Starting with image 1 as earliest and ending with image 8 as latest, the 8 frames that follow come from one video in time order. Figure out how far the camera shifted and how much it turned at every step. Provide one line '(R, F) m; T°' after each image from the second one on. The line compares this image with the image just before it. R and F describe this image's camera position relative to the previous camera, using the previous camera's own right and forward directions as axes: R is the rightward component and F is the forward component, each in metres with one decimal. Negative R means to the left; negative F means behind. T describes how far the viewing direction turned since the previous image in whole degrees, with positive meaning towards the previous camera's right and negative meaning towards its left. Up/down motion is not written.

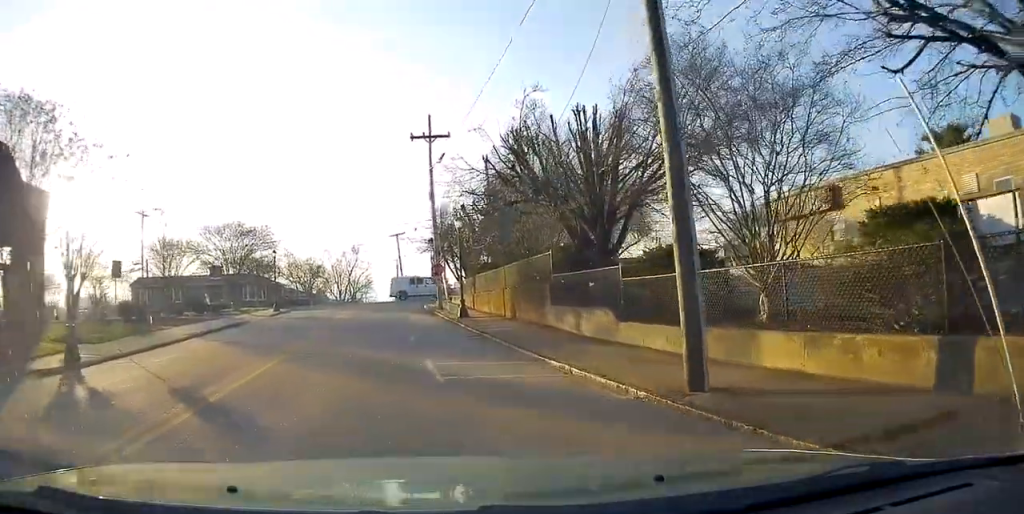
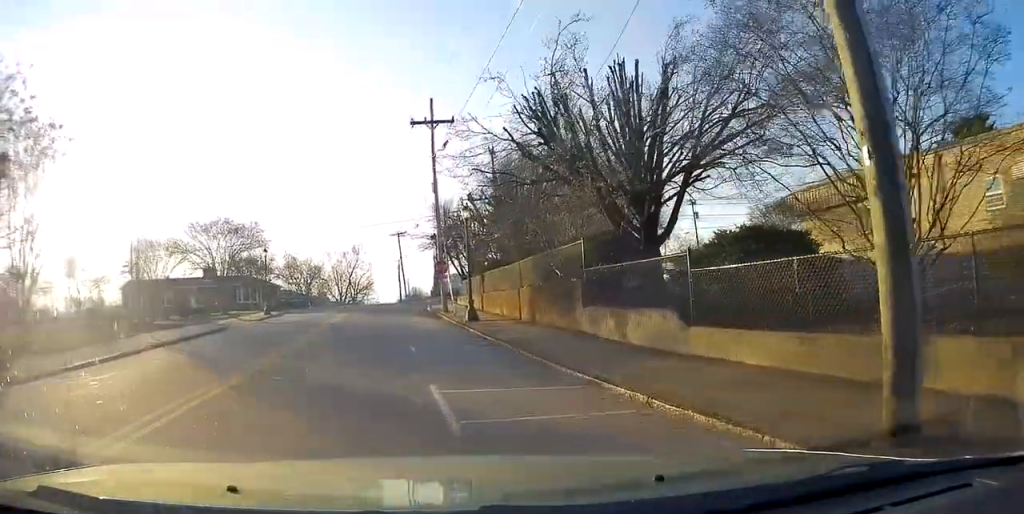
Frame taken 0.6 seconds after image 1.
(+0.1, +3.4) m; 0°
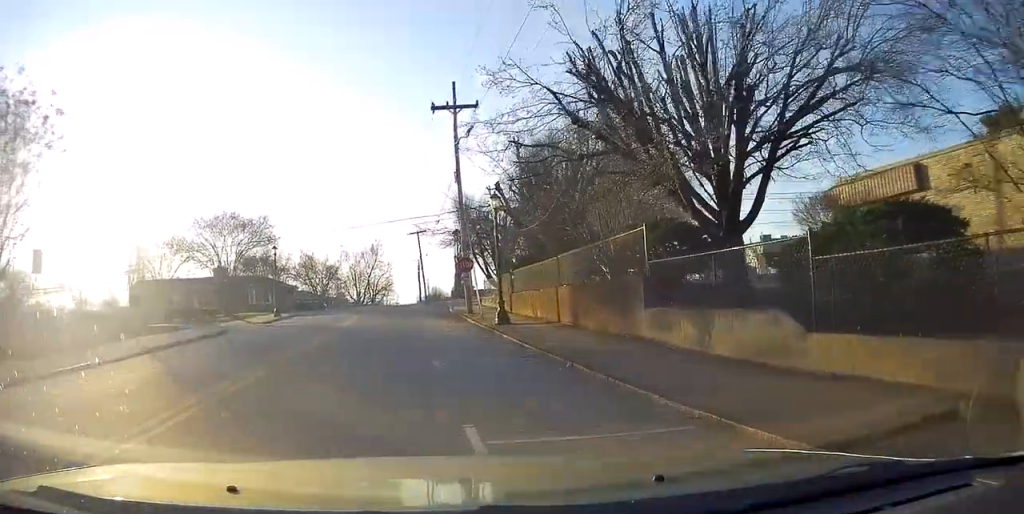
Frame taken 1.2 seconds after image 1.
(+0.2, +2.9) m; 0°
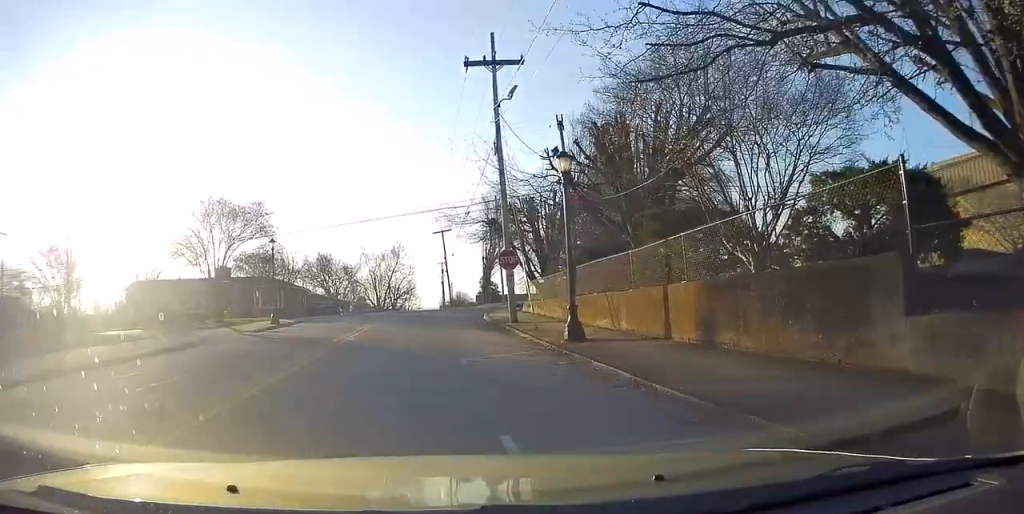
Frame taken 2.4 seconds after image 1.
(-0.3, +6.9) m; -1°
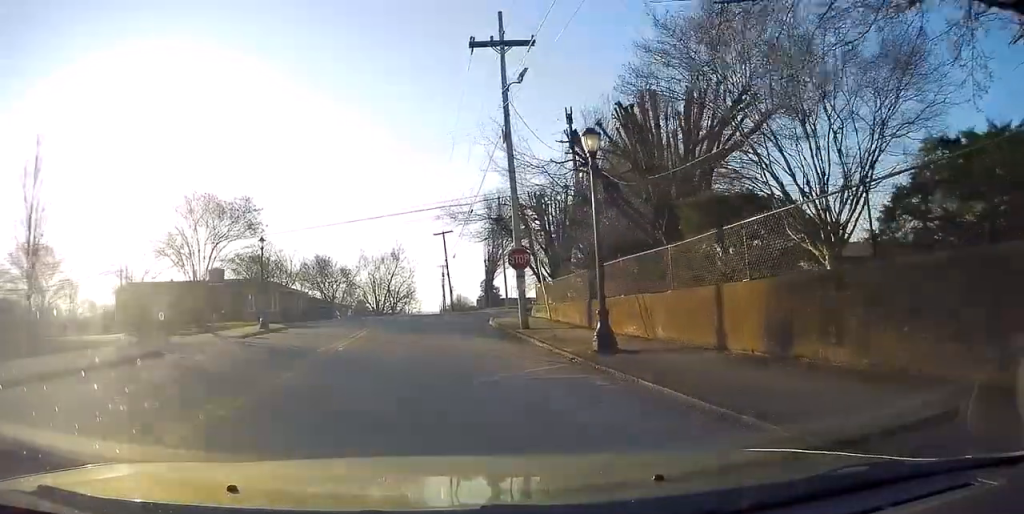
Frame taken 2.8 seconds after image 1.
(+0.2, +2.4) m; -1°
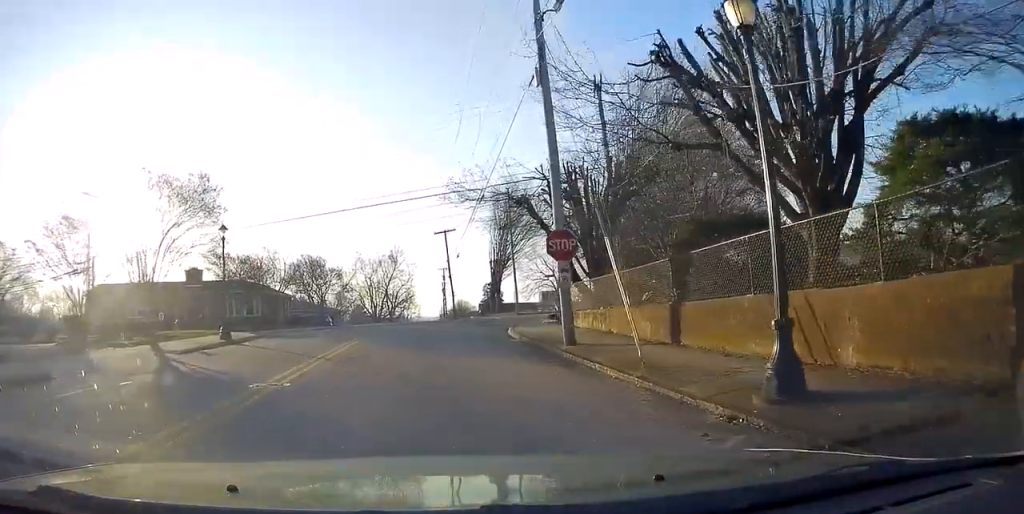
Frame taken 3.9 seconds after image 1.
(-0.2, +6.2) m; -1°
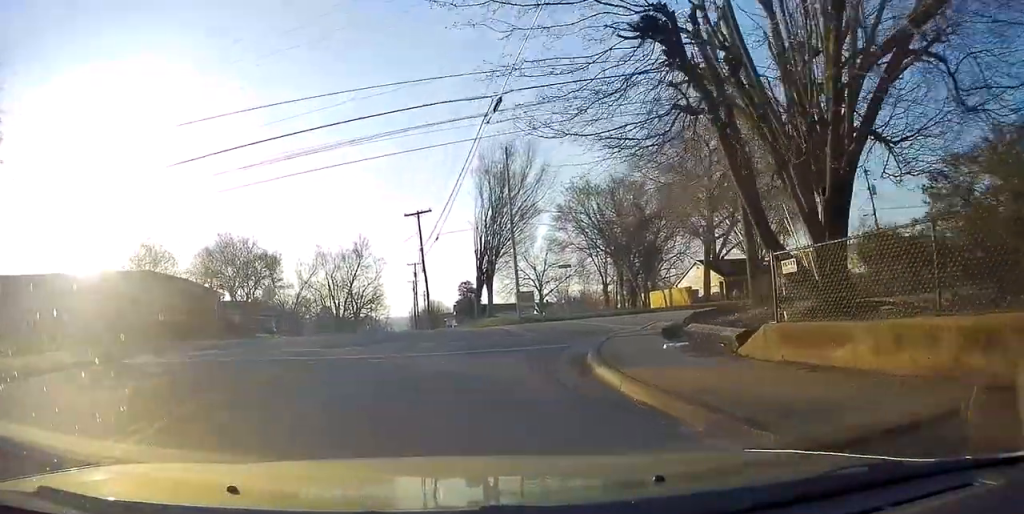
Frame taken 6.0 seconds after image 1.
(+1.0, +13.8) m; +4°
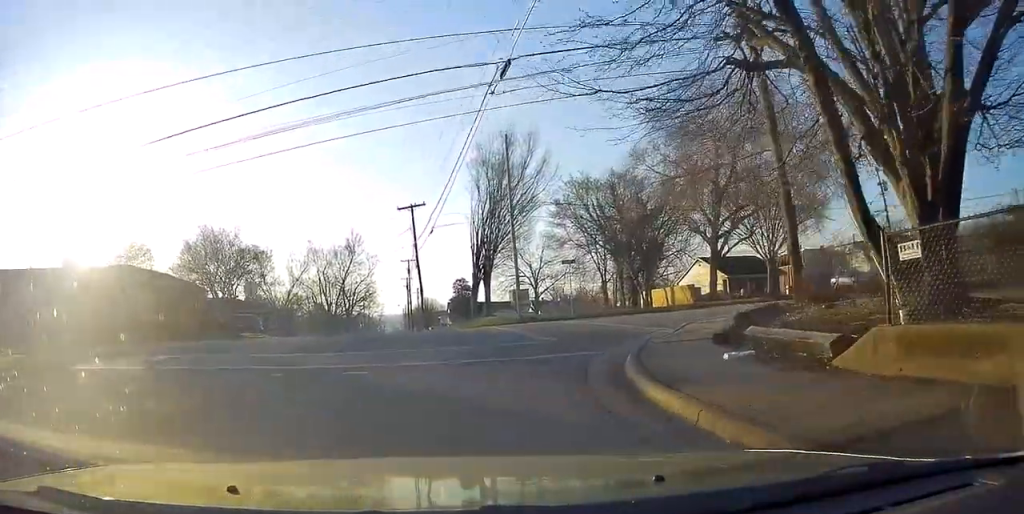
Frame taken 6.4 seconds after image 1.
(0.0, +2.5) m; -1°
